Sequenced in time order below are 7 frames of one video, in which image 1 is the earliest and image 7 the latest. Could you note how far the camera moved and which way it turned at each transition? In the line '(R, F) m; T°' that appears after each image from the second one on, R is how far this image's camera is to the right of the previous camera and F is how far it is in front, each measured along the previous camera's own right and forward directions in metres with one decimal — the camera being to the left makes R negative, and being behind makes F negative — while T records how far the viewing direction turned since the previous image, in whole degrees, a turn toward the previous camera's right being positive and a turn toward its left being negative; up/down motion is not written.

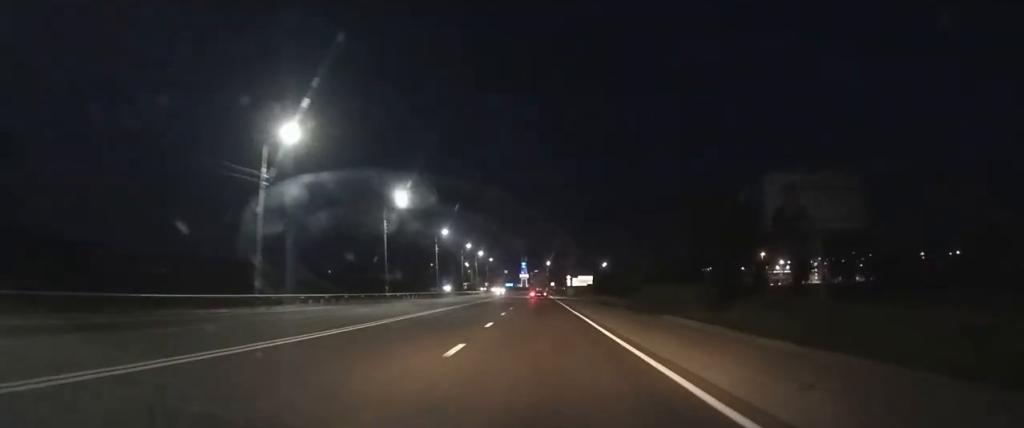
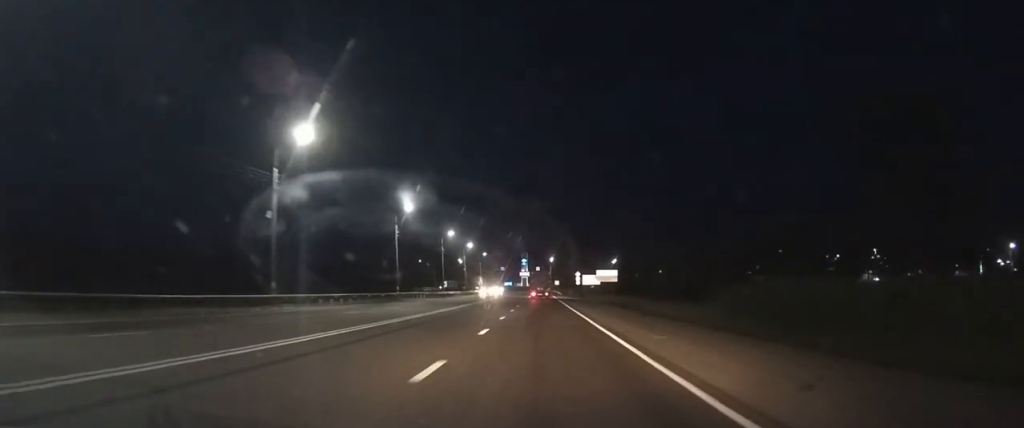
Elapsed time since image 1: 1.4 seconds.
(-0.1, +29.7) m; 0°
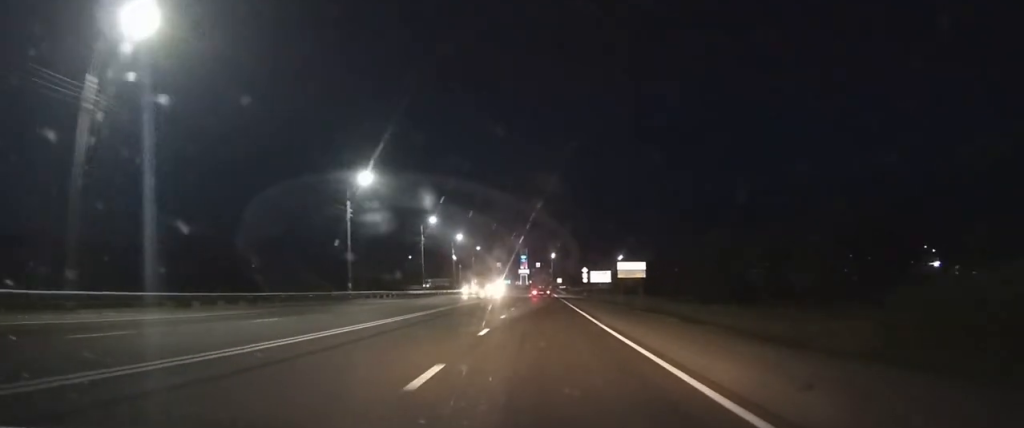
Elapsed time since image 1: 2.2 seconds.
(+0.1, +18.9) m; 0°
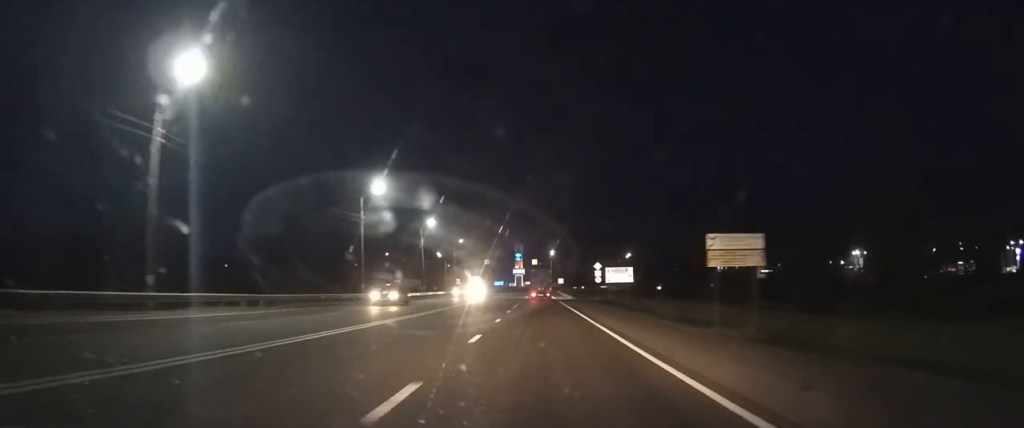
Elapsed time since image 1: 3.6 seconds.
(+0.1, +25.8) m; 0°
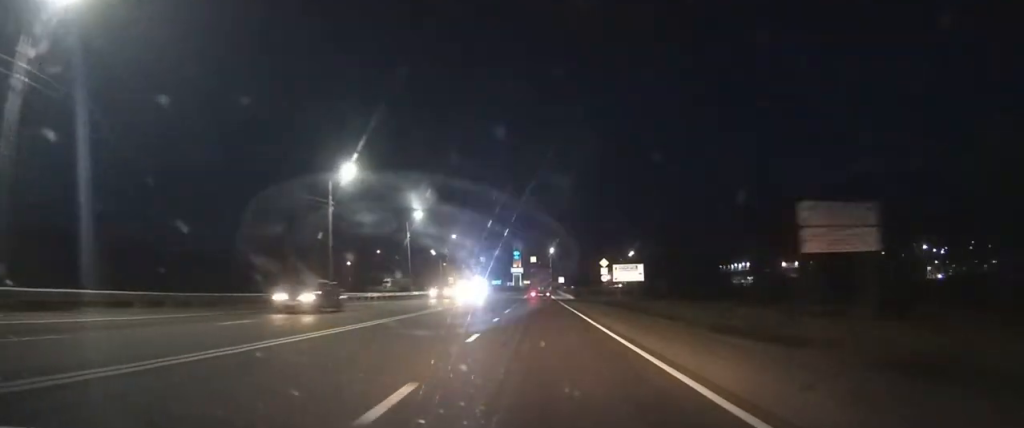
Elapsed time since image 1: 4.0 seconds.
(0.0, +6.9) m; 0°
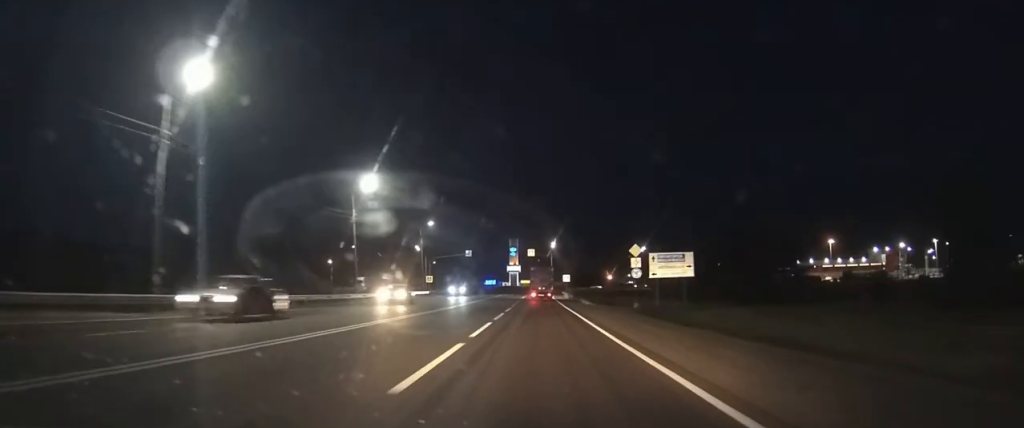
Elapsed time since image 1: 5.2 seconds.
(0.0, +18.5) m; 0°
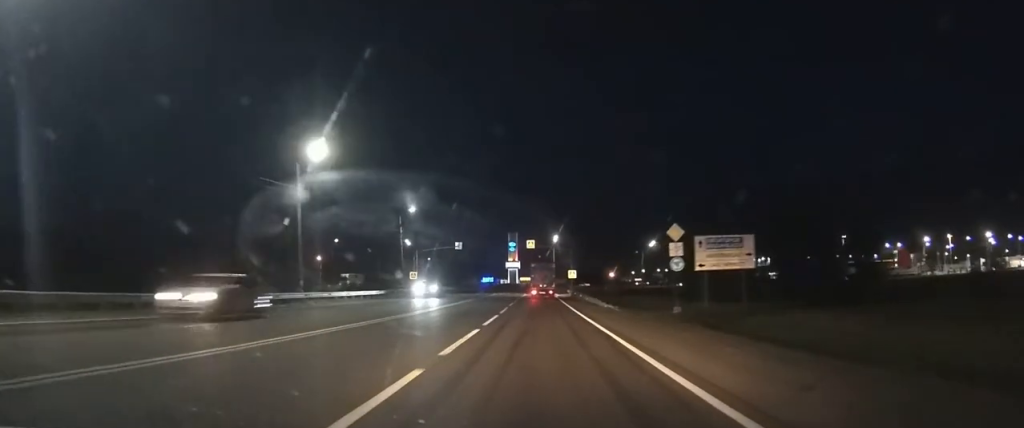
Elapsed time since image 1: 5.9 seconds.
(0.0, +11.2) m; 0°
